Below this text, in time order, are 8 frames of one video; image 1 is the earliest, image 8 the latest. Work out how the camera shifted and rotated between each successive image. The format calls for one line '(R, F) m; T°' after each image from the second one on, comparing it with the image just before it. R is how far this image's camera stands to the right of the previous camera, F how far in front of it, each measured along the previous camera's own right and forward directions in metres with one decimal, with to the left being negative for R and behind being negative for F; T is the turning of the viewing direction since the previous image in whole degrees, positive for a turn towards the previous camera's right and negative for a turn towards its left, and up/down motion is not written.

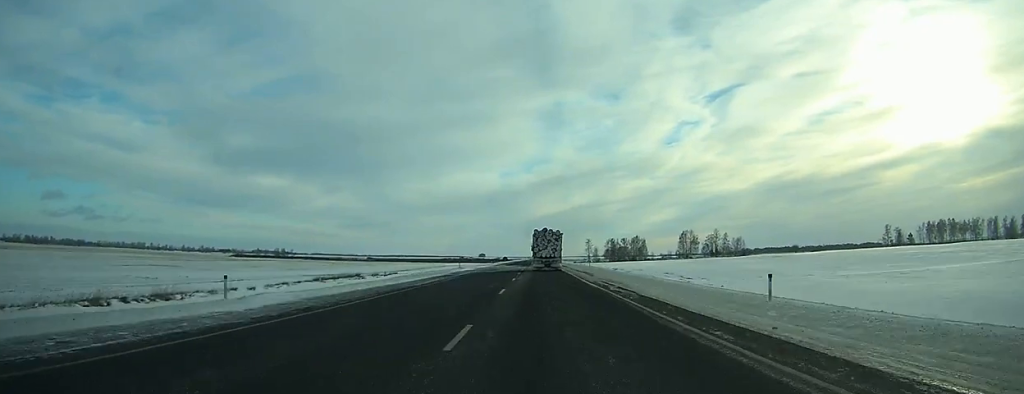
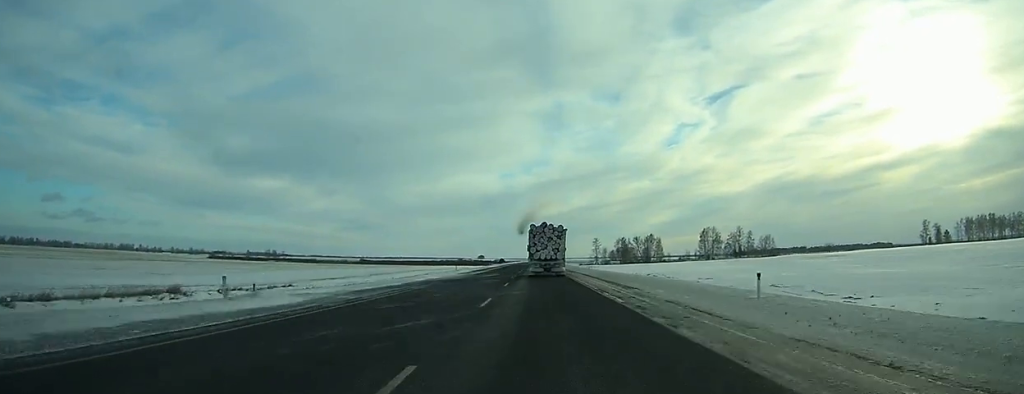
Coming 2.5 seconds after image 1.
(-0.1, +59.1) m; 0°
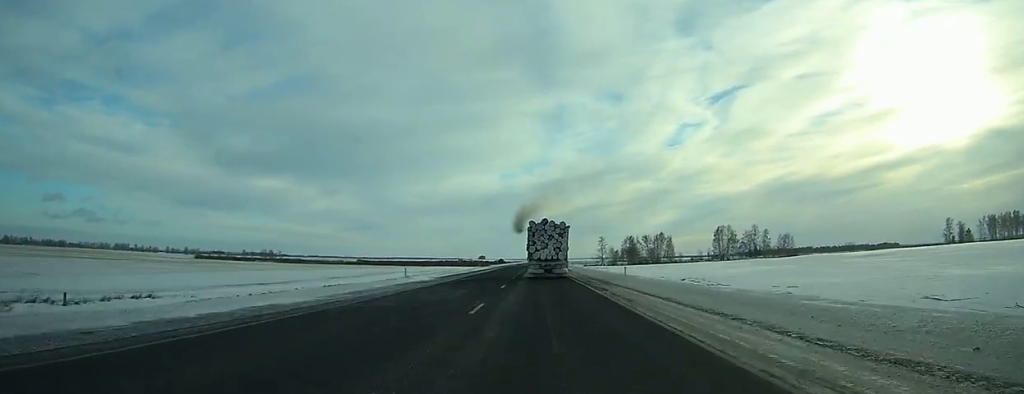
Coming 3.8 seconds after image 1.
(0.0, +29.7) m; 0°
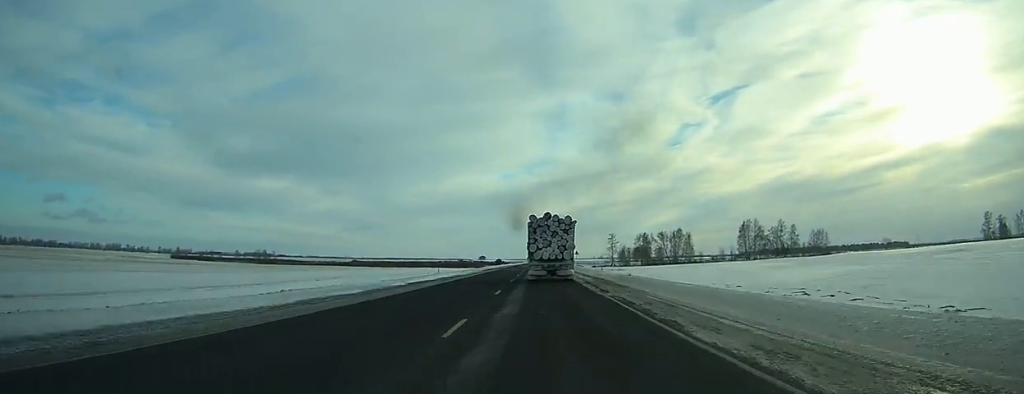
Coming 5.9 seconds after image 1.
(0.0, +43.5) m; 0°
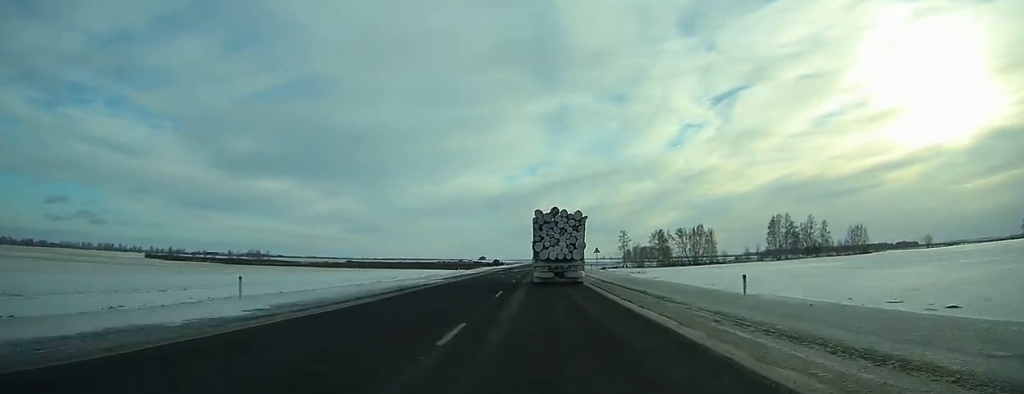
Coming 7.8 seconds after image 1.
(-0.1, +36.5) m; 0°
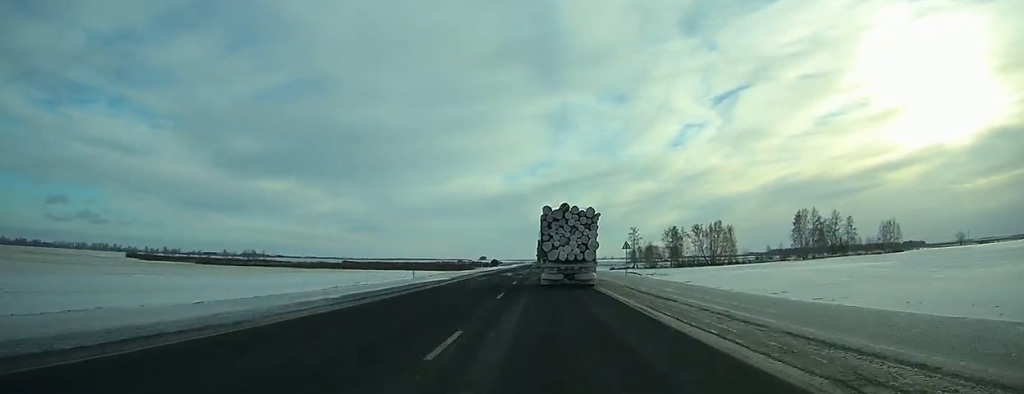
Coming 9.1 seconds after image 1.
(-0.1, +23.2) m; 0°
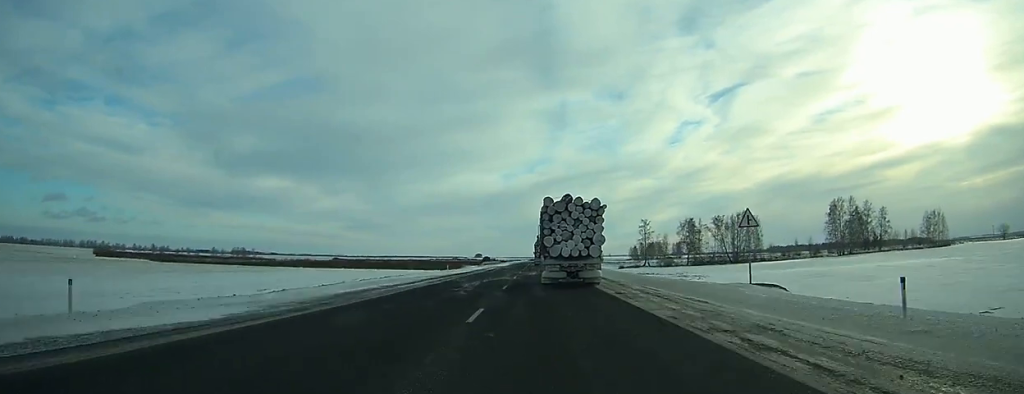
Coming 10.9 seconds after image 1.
(+0.1, +27.6) m; 0°
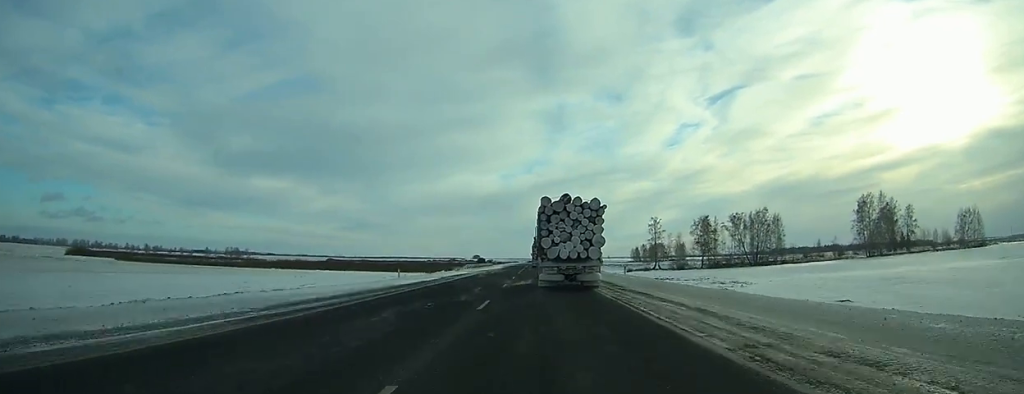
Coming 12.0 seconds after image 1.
(+0.1, +18.8) m; 0°
